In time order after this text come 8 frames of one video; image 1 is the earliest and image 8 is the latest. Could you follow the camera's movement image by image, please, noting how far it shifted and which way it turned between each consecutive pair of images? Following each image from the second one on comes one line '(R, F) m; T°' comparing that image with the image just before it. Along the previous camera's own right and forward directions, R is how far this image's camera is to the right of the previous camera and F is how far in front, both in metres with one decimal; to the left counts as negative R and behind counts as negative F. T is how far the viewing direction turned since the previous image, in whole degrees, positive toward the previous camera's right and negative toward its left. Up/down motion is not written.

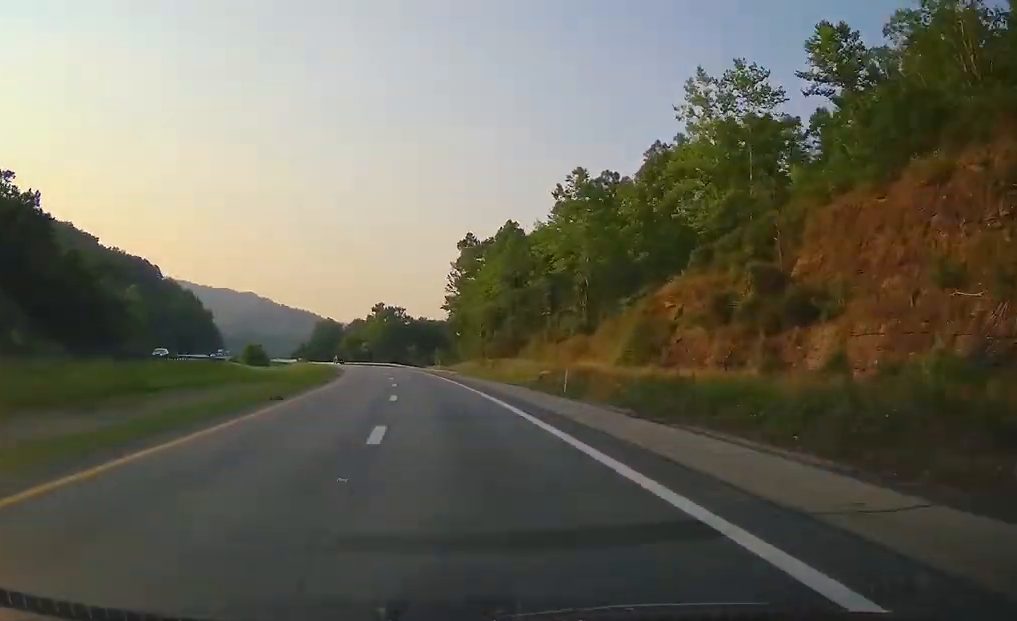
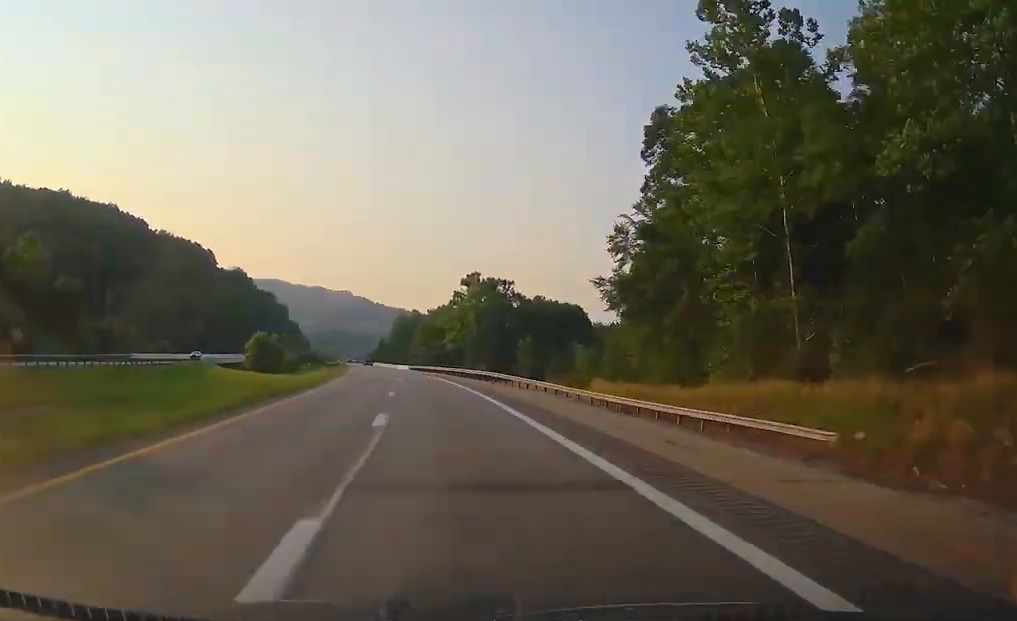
(-4.0, +83.1) m; -6°
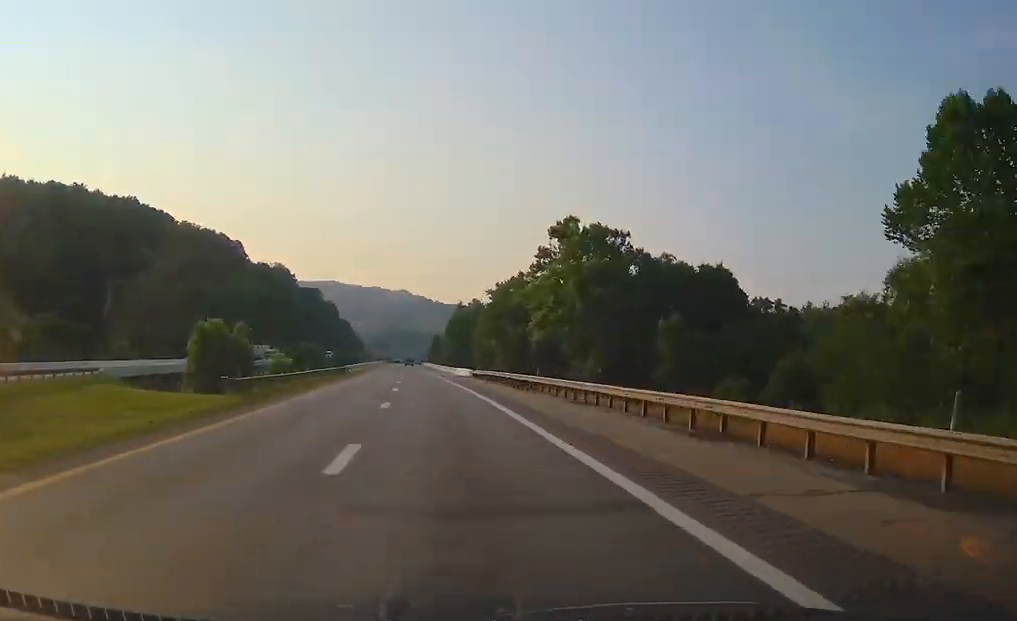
(-2.9, +55.7) m; -2°
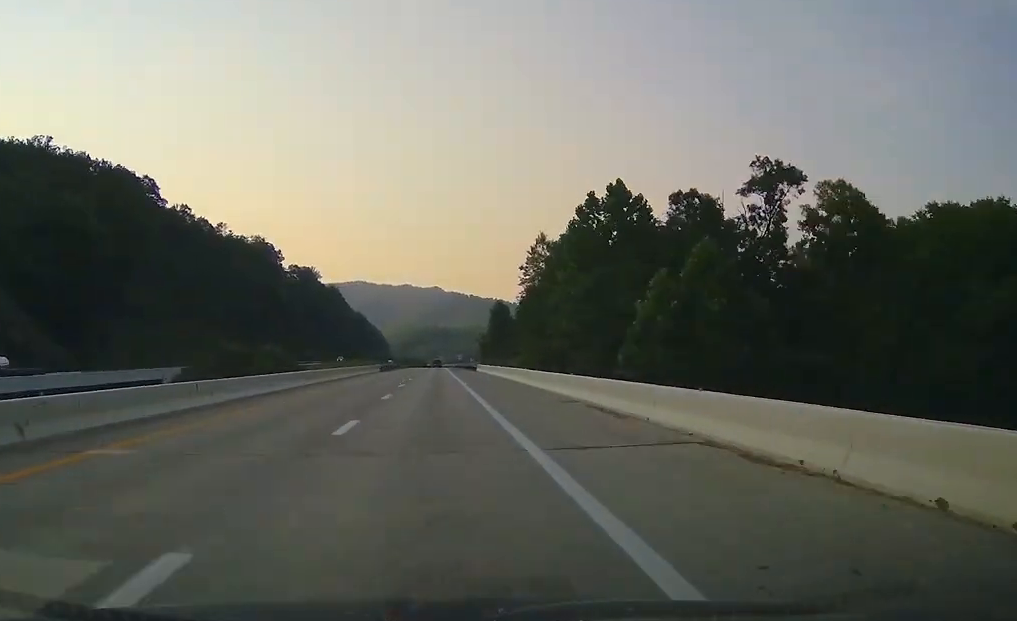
(-7.8, +158.7) m; -3°
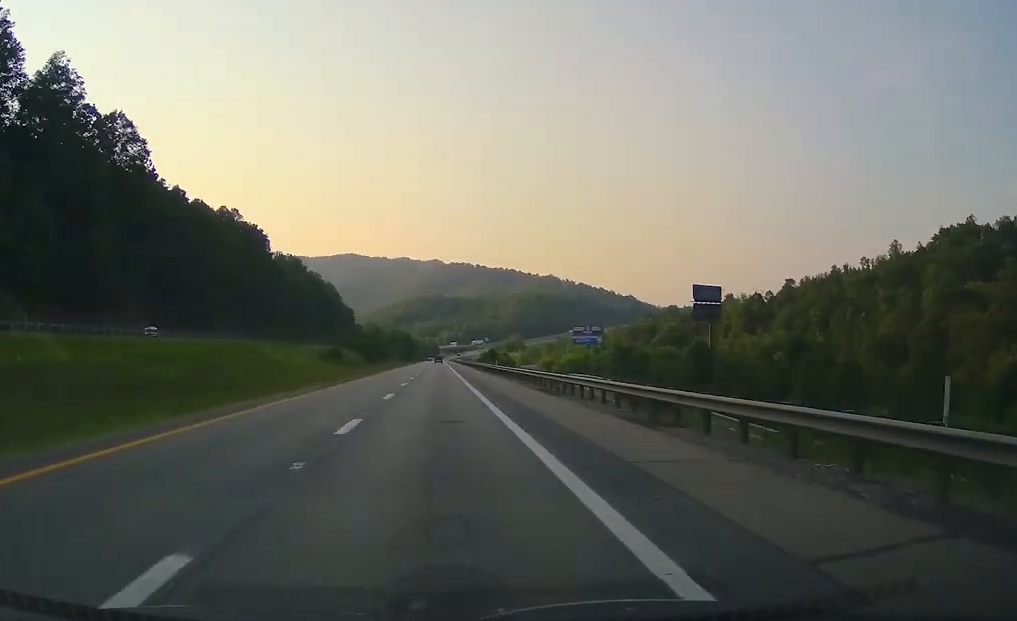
(-0.5, +318.9) m; 0°
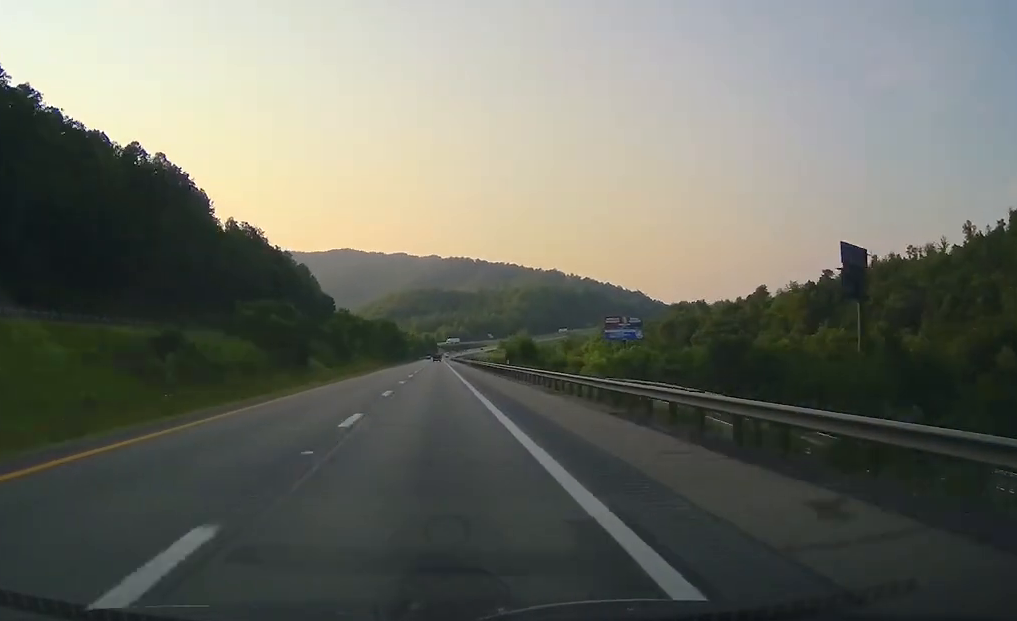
(0.0, +70.6) m; 0°
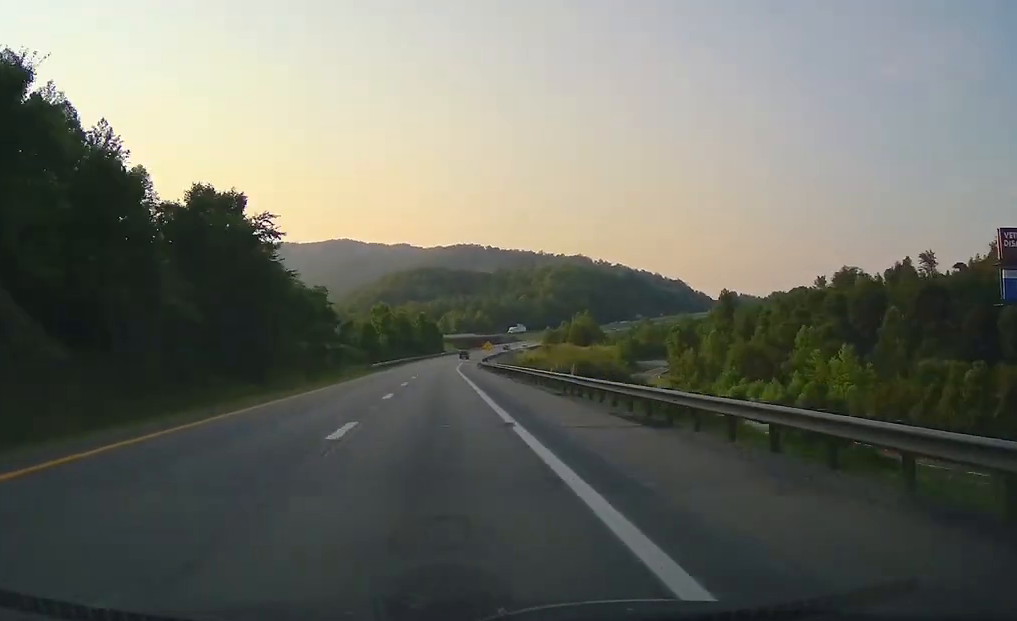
(+0.4, +206.3) m; +2°
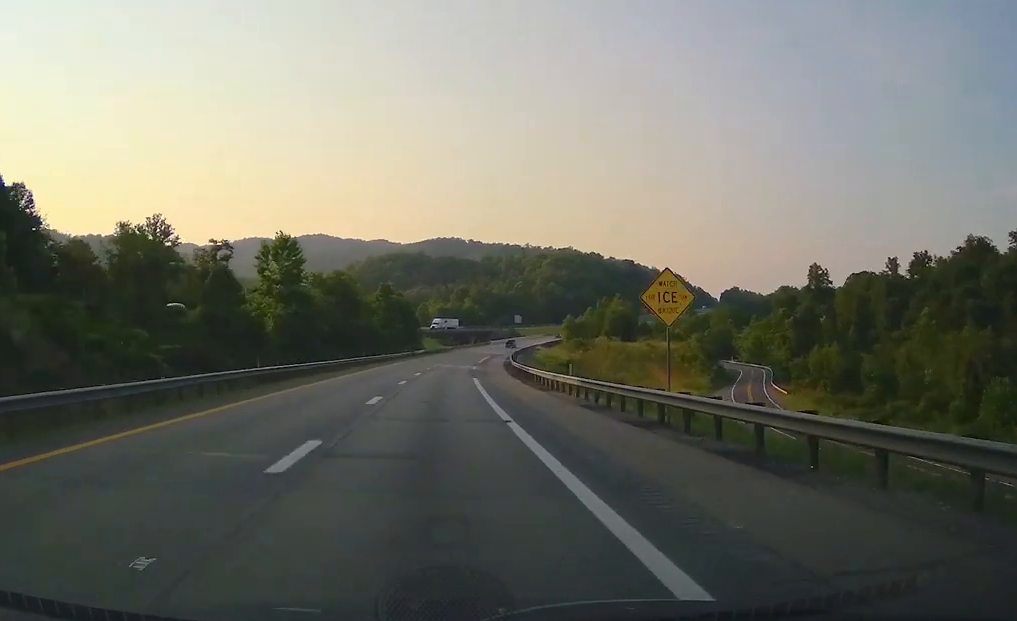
(+1.7, +87.9) m; +4°
